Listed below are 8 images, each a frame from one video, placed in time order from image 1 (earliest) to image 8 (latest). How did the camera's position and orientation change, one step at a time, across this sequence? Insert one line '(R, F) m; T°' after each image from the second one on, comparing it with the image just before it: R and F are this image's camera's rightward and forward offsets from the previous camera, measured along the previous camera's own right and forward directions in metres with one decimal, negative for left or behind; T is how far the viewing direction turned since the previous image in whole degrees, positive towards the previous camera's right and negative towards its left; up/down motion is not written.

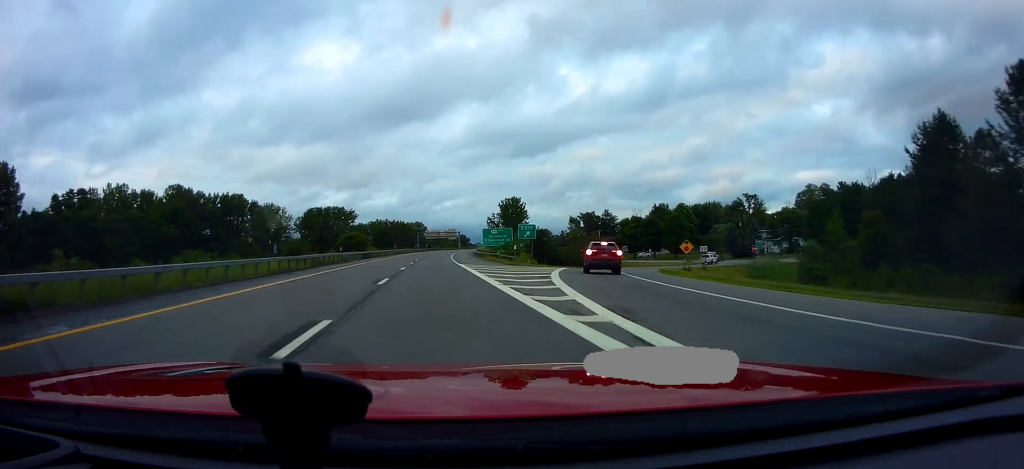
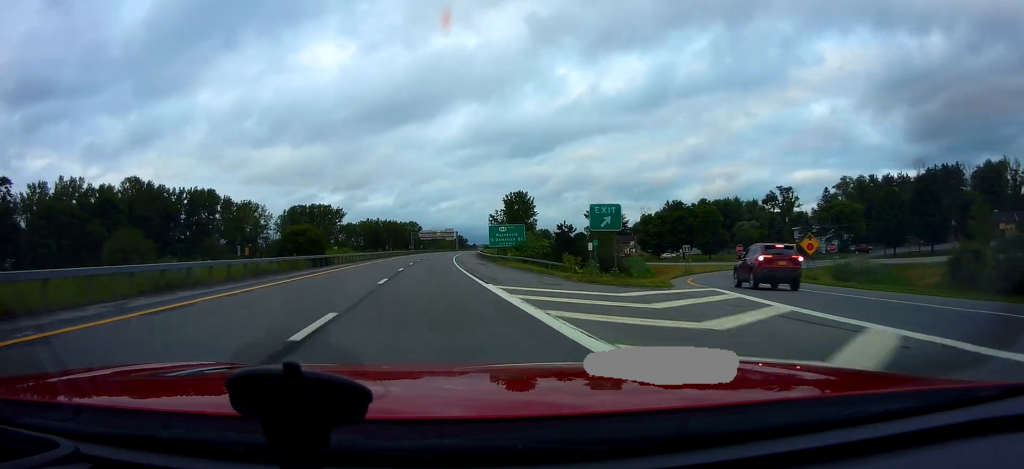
(-0.3, +22.8) m; 0°
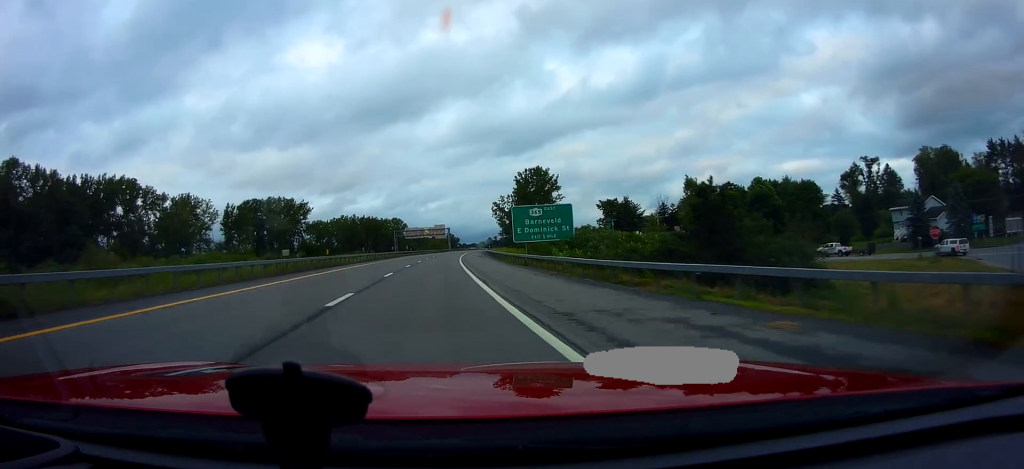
(+0.6, +42.2) m; +2°
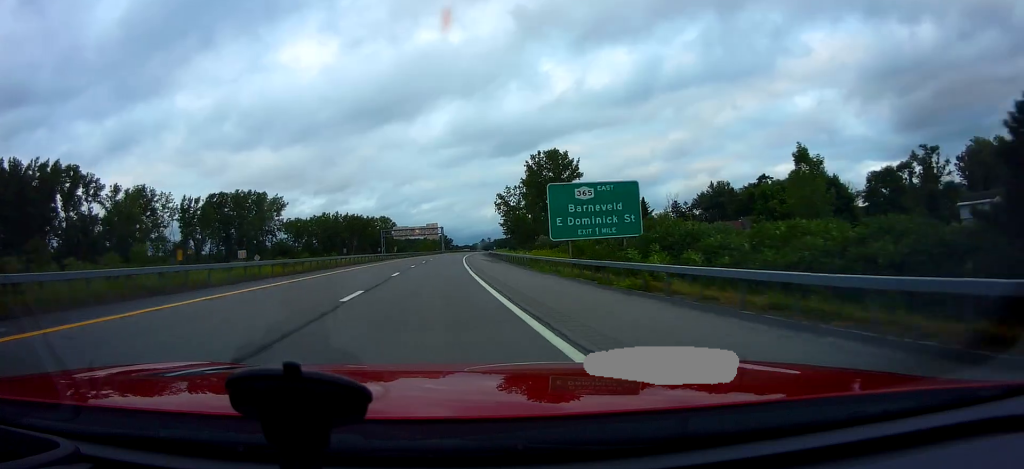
(-0.2, +21.9) m; 0°
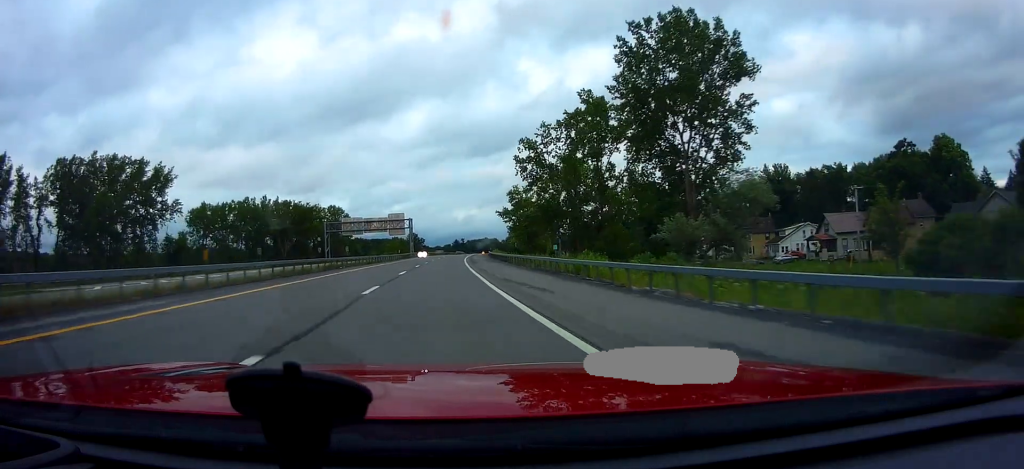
(+0.6, +53.4) m; +3°
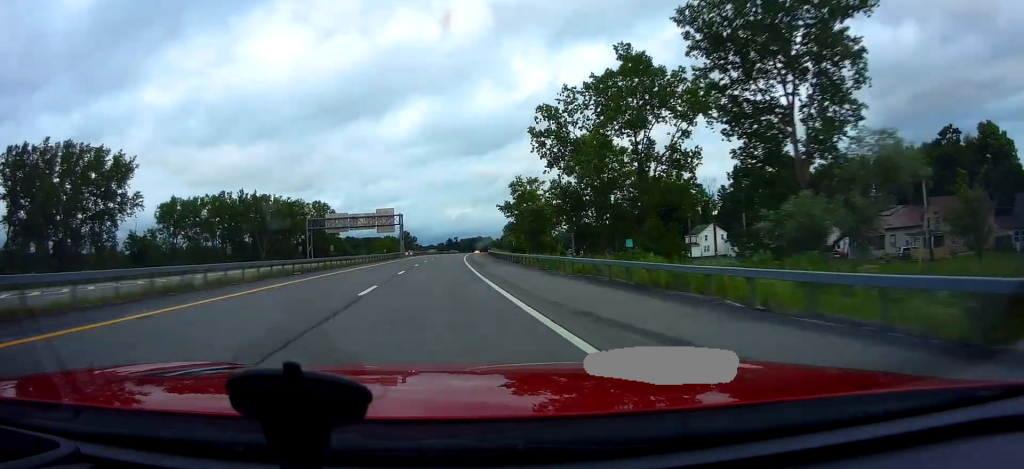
(+0.4, +10.4) m; +1°
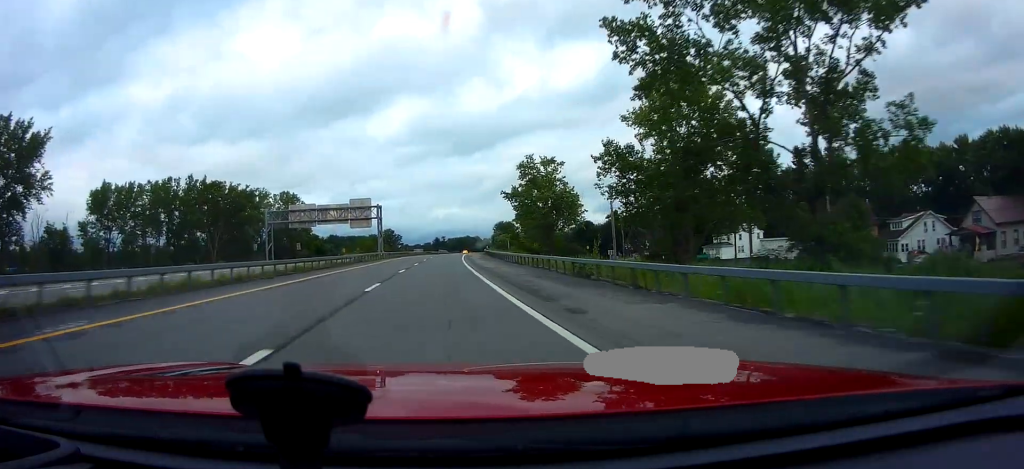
(+0.4, +18.7) m; +1°
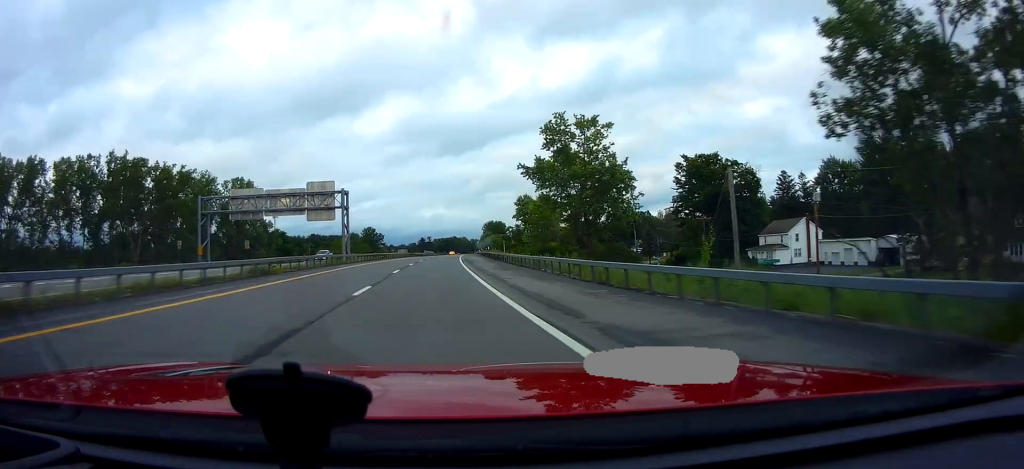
(+0.1, +21.7) m; 0°
